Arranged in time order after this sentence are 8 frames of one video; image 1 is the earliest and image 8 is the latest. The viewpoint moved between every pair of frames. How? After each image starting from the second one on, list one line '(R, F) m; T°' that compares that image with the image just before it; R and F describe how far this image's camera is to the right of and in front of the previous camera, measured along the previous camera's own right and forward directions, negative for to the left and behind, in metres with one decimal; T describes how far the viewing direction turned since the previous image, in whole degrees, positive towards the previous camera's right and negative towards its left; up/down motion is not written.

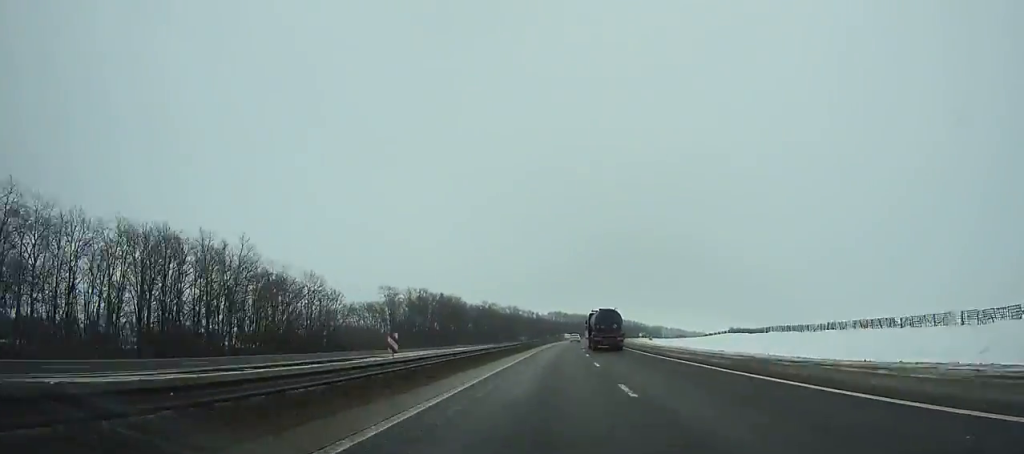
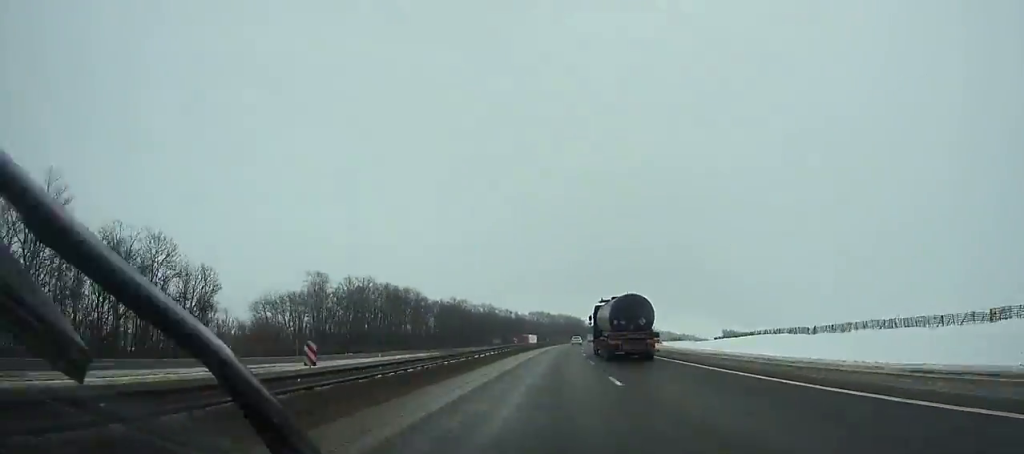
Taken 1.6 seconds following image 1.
(+0.1, +44.8) m; +2°
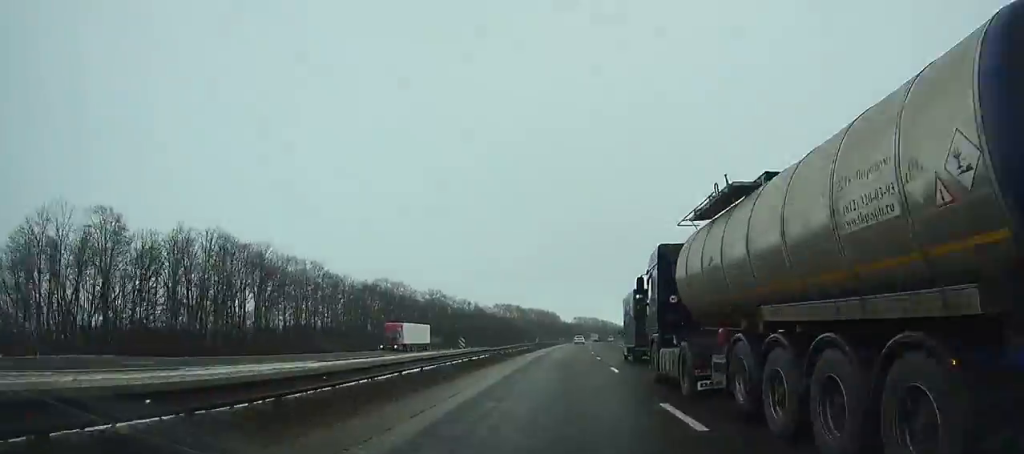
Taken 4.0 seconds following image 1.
(+1.9, +67.3) m; +3°
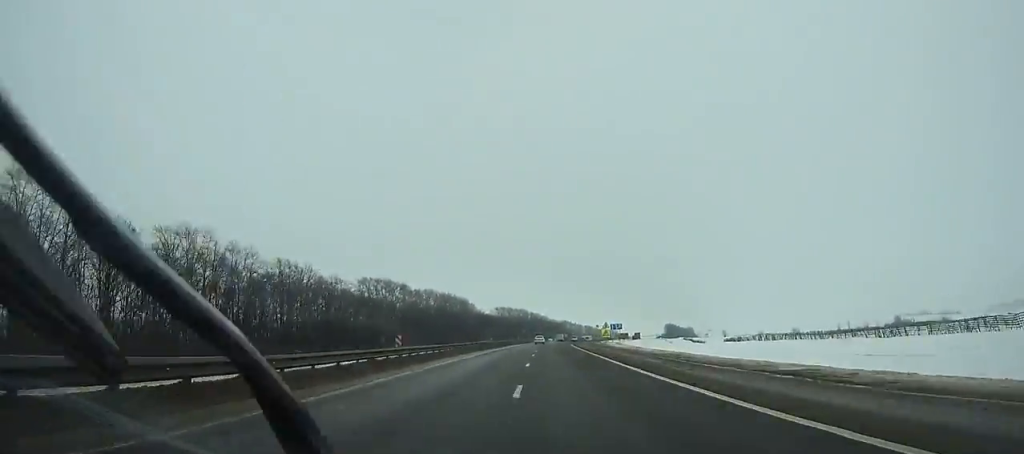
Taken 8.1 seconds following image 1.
(+5.9, +114.2) m; +5°
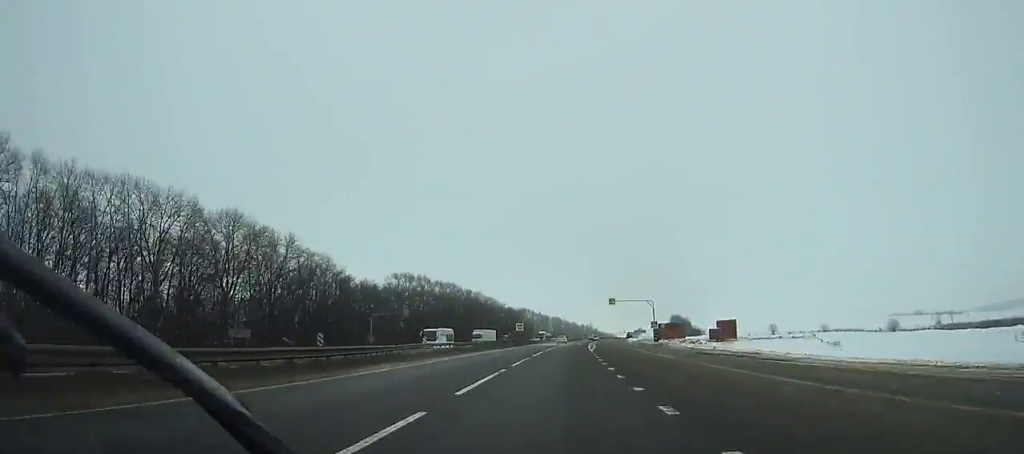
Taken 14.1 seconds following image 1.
(+6.0, +164.4) m; +5°
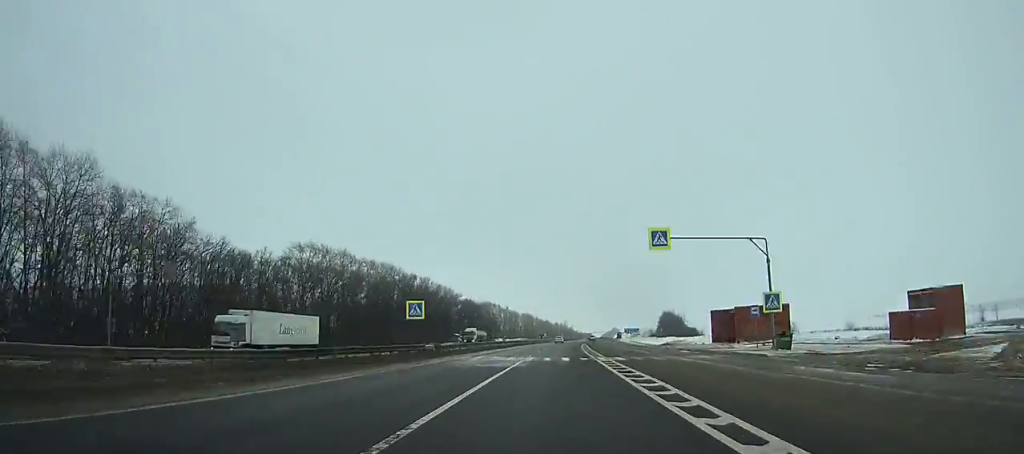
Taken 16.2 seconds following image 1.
(+1.2, +57.0) m; +2°
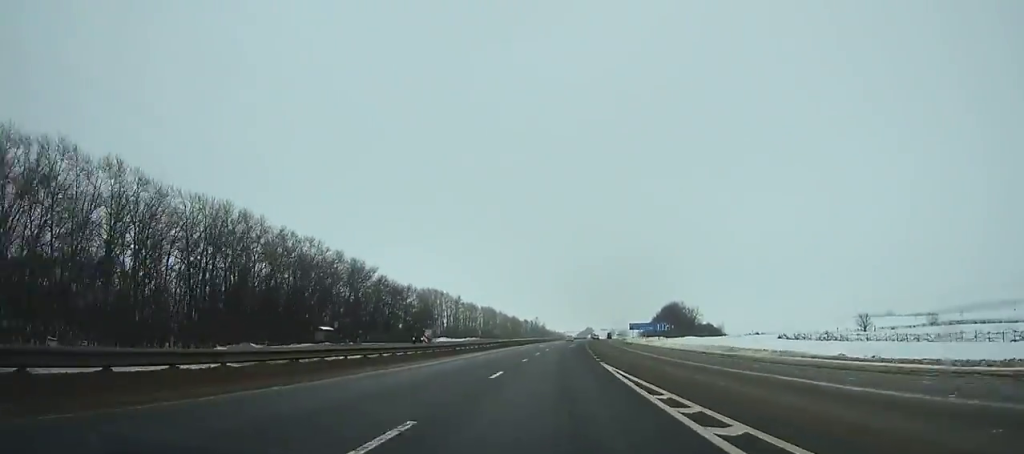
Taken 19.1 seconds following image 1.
(+2.0, +79.2) m; +3°
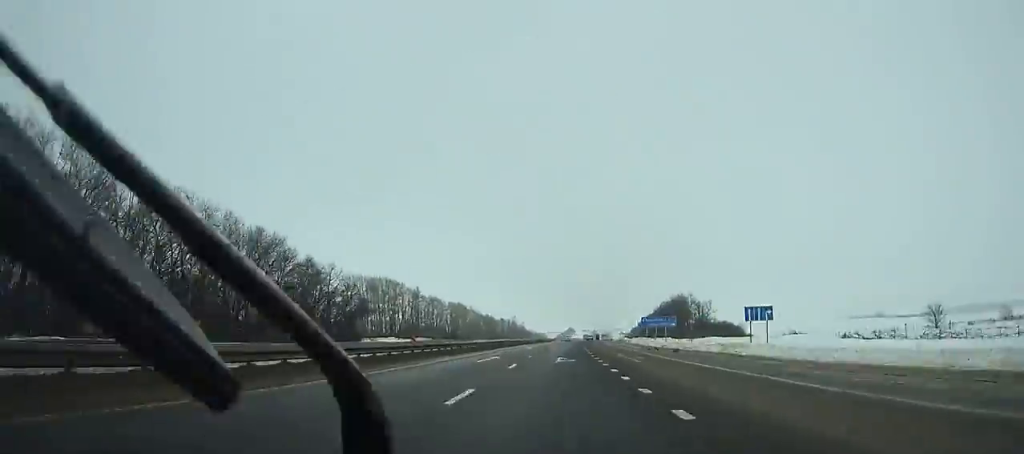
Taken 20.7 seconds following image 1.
(+0.8, +44.2) m; +2°
